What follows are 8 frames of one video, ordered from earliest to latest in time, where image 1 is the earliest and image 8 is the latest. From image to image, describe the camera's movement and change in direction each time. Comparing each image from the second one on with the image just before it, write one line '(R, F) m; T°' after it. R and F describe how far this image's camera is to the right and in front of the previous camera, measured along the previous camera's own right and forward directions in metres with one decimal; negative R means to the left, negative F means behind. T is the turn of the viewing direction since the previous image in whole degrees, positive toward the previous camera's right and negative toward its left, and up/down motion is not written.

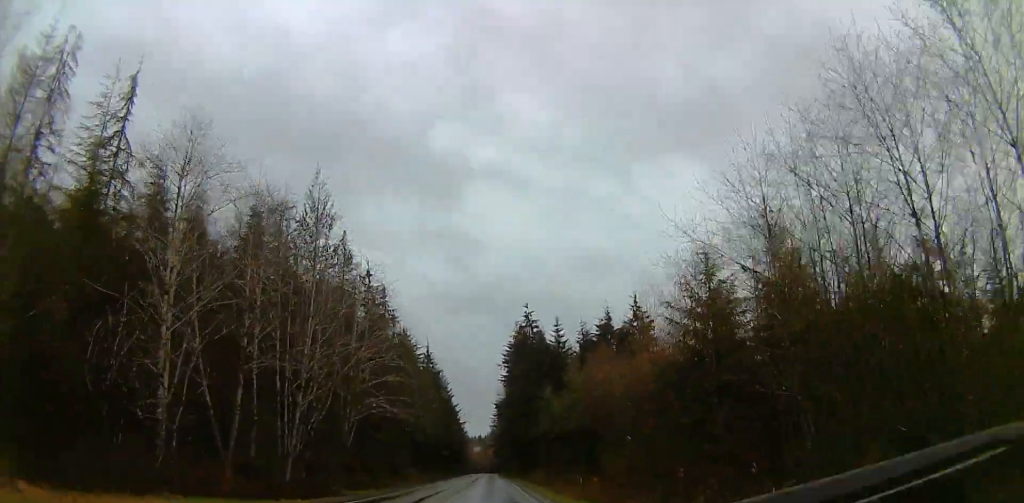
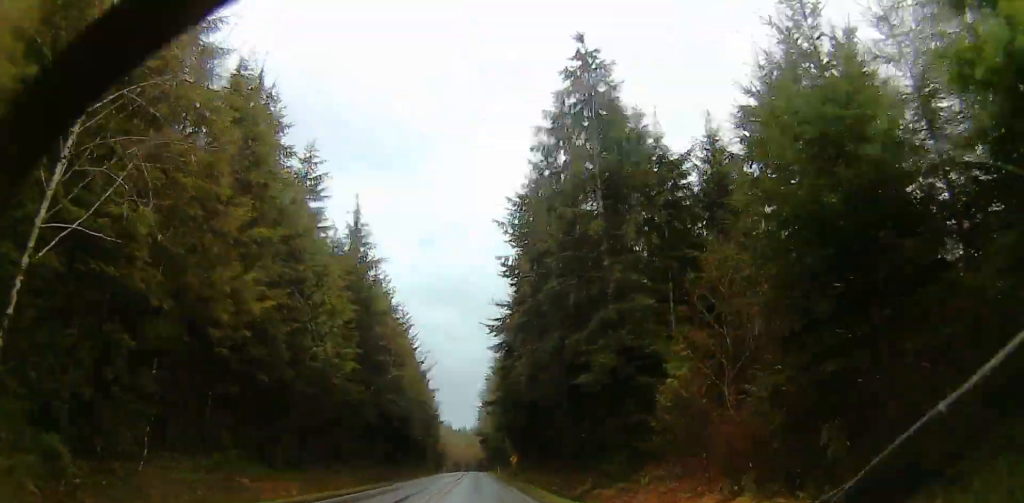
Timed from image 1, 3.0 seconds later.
(+1.8, +65.1) m; +2°
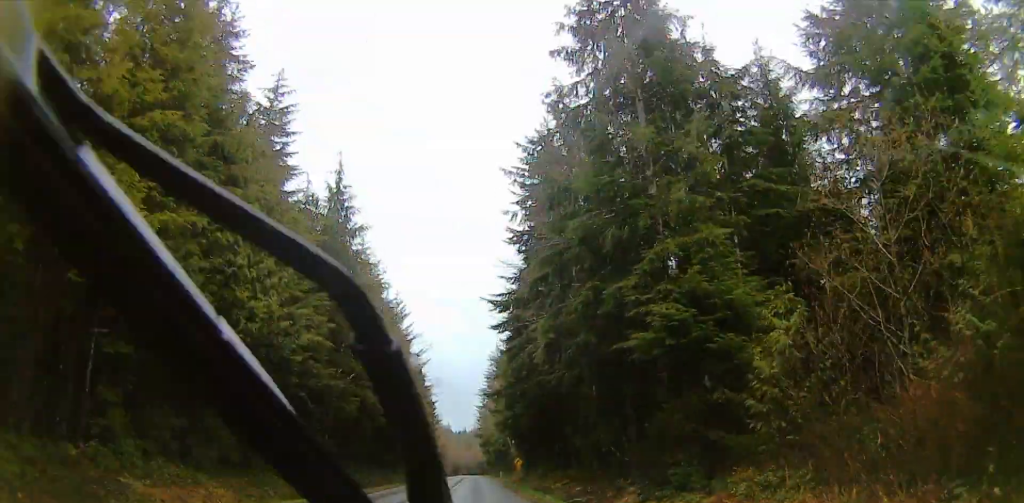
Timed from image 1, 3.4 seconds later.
(0.0, +9.2) m; 0°
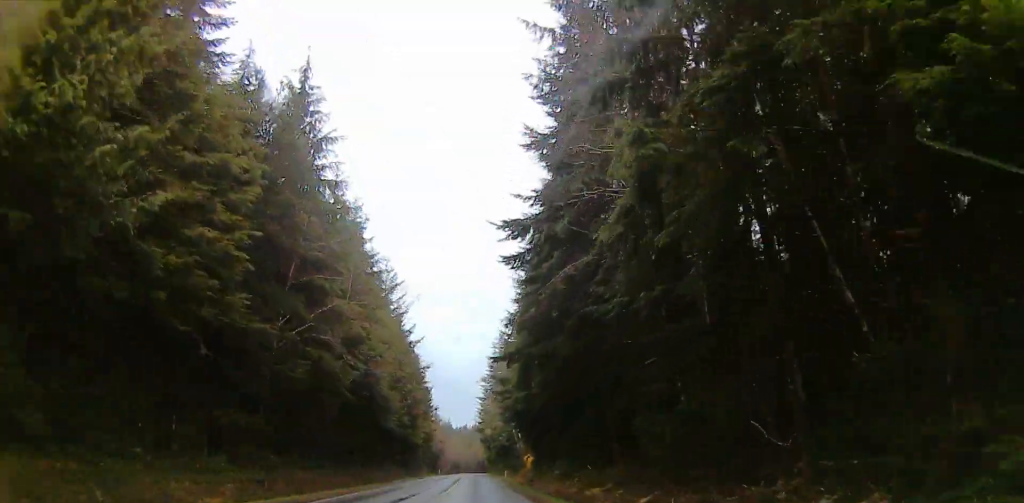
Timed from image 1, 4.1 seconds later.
(0.0, +14.1) m; 0°
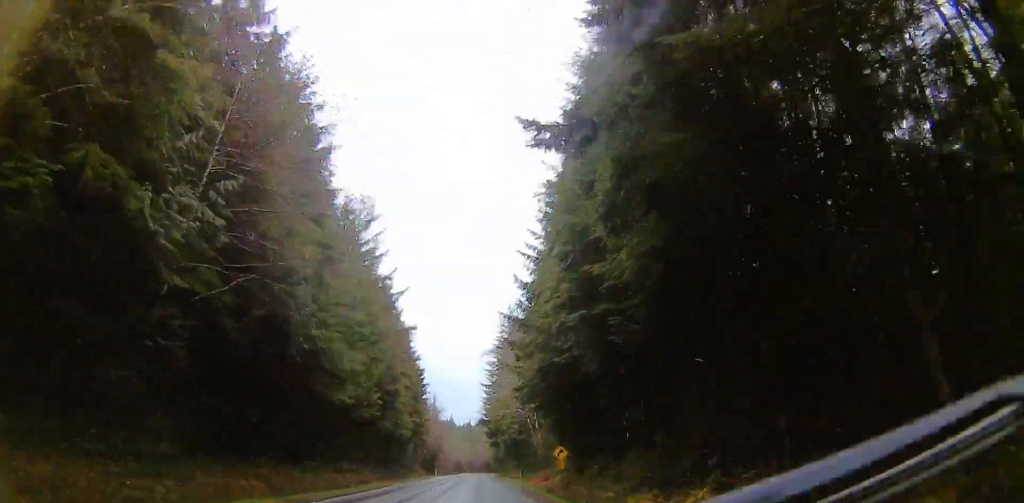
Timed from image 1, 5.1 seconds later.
(0.0, +21.9) m; 0°
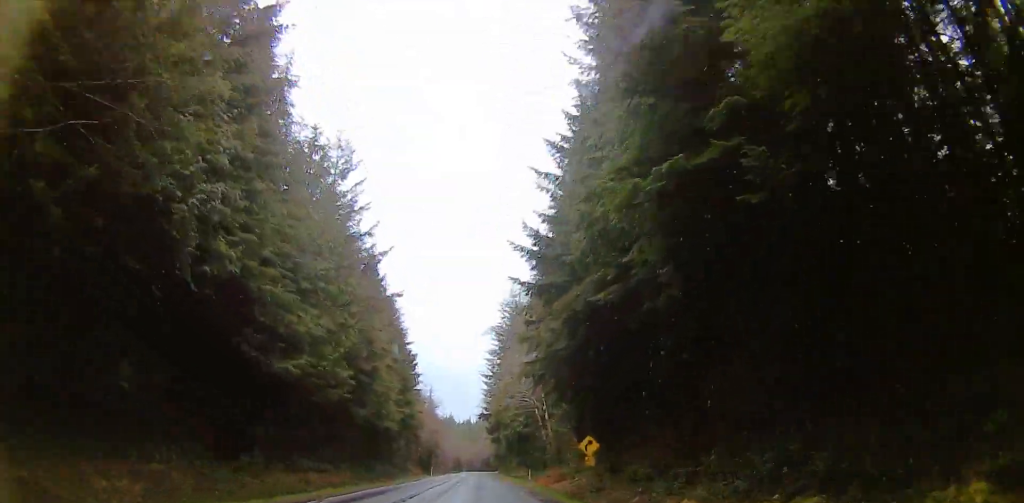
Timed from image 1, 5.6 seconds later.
(-0.1, +10.5) m; 0°
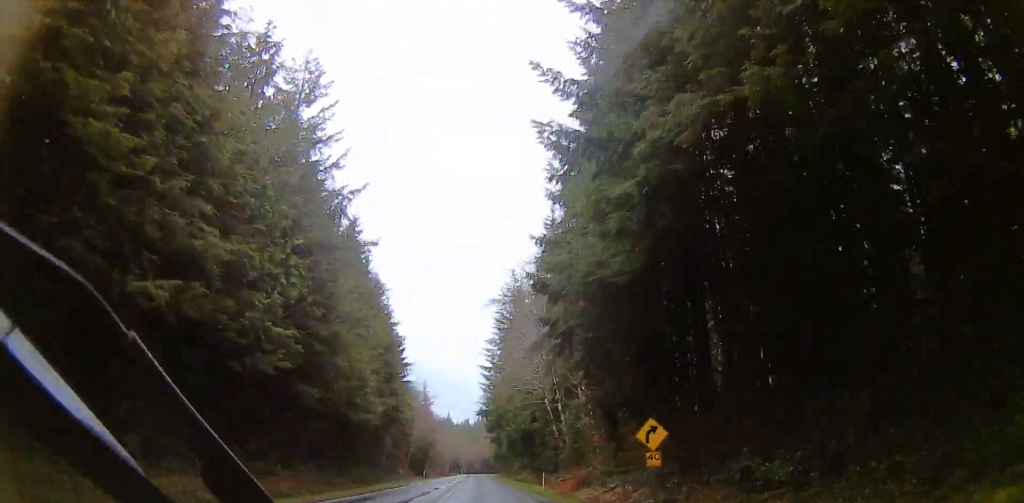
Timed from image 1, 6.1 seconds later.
(0.0, +11.7) m; 0°
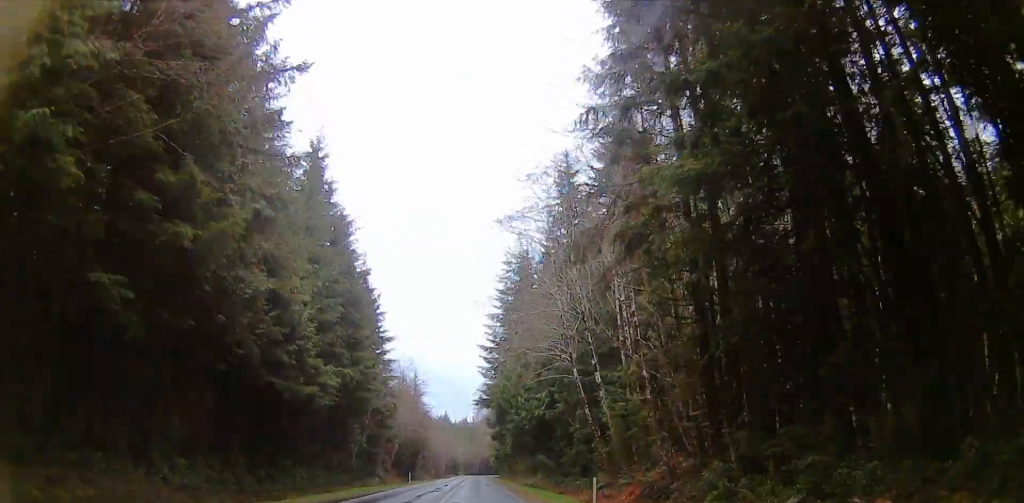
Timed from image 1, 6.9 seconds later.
(+0.1, +16.8) m; +1°
